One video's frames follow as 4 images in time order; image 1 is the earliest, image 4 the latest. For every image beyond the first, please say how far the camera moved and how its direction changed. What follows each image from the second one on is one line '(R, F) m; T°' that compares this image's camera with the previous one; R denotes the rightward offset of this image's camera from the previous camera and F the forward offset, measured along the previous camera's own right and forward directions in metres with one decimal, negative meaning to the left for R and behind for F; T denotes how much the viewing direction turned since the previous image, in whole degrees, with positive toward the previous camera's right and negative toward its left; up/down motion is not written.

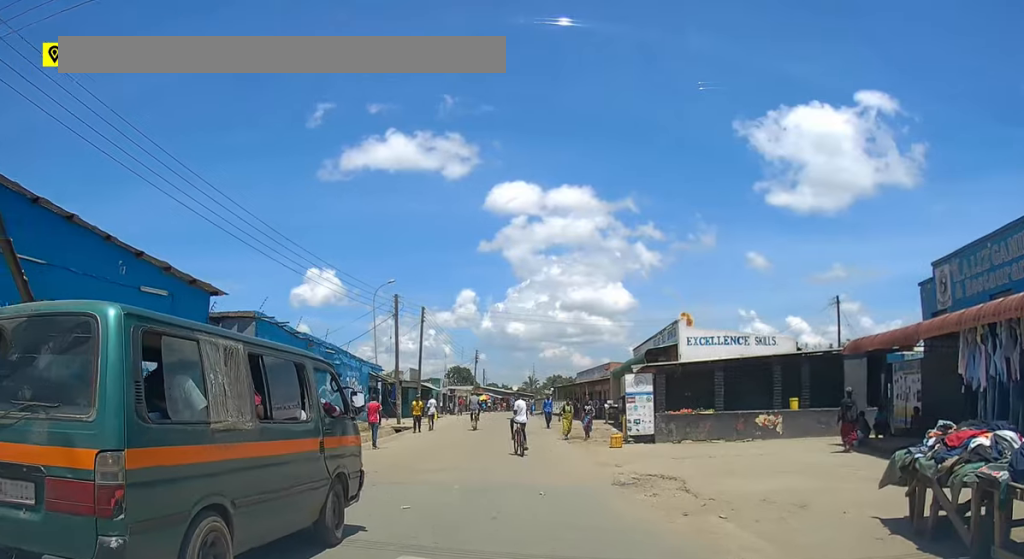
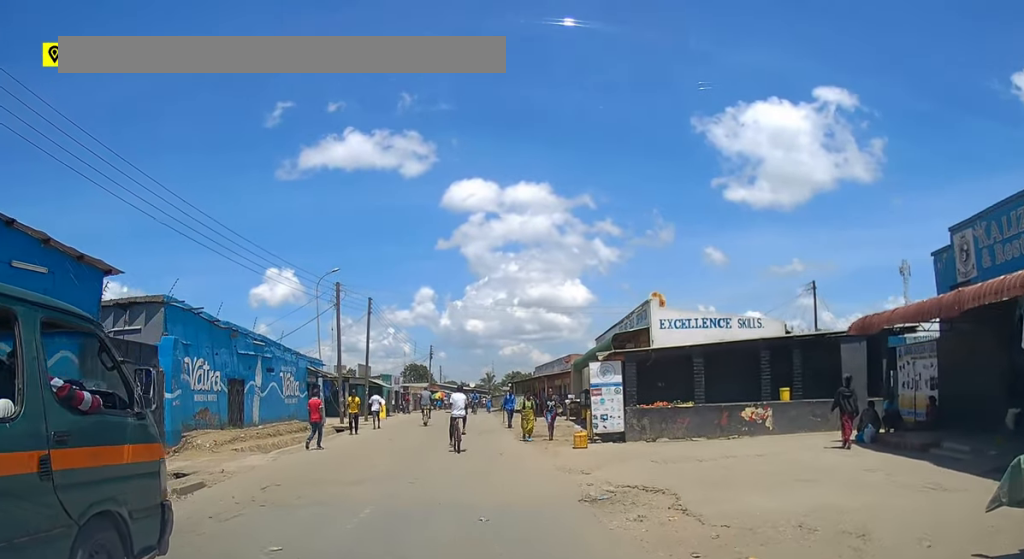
(0.0, +2.9) m; +2°
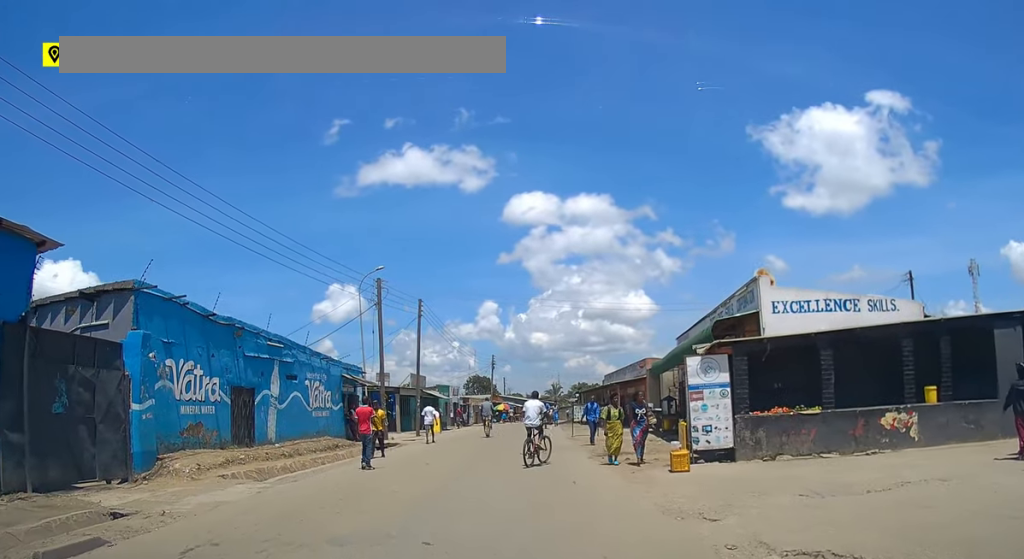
(+0.1, +4.4) m; -1°
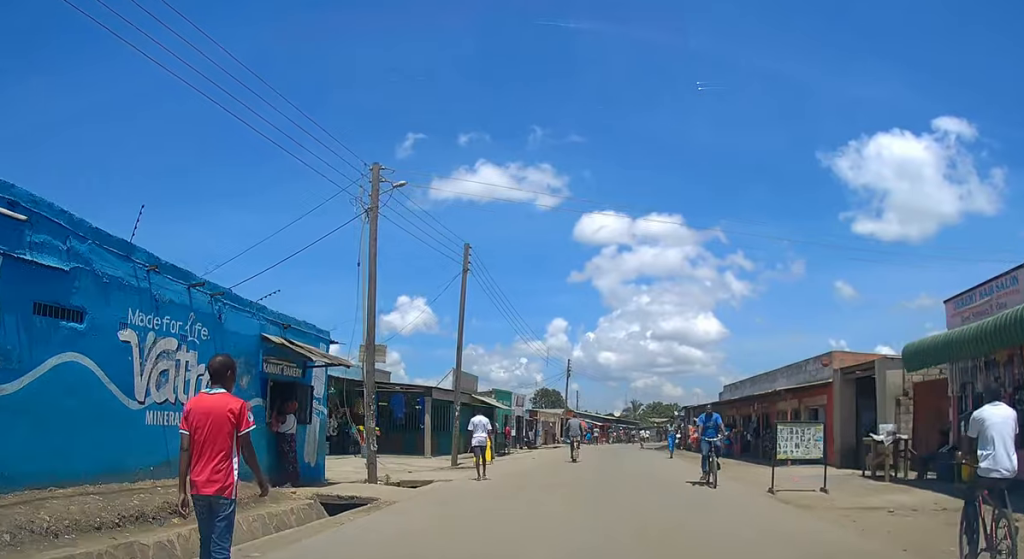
(-1.3, +15.0) m; -7°
